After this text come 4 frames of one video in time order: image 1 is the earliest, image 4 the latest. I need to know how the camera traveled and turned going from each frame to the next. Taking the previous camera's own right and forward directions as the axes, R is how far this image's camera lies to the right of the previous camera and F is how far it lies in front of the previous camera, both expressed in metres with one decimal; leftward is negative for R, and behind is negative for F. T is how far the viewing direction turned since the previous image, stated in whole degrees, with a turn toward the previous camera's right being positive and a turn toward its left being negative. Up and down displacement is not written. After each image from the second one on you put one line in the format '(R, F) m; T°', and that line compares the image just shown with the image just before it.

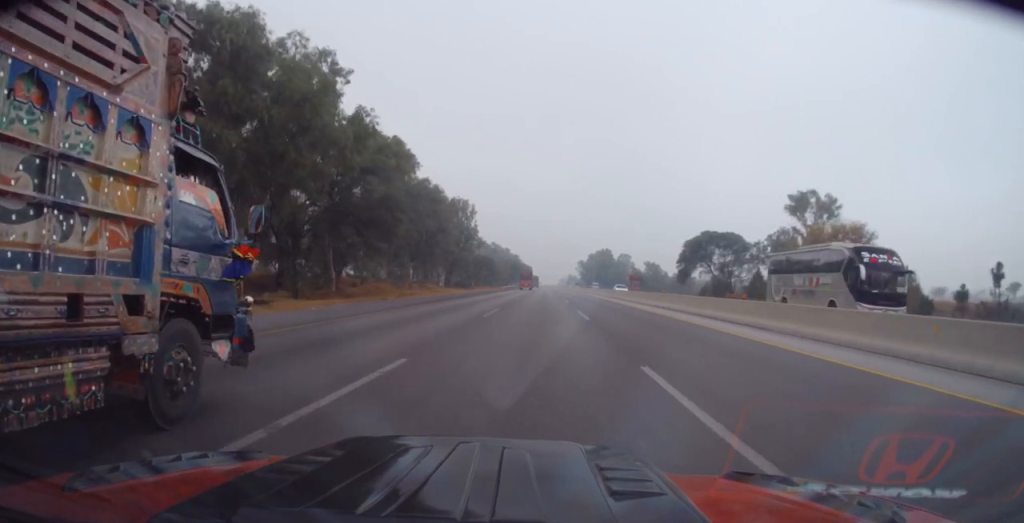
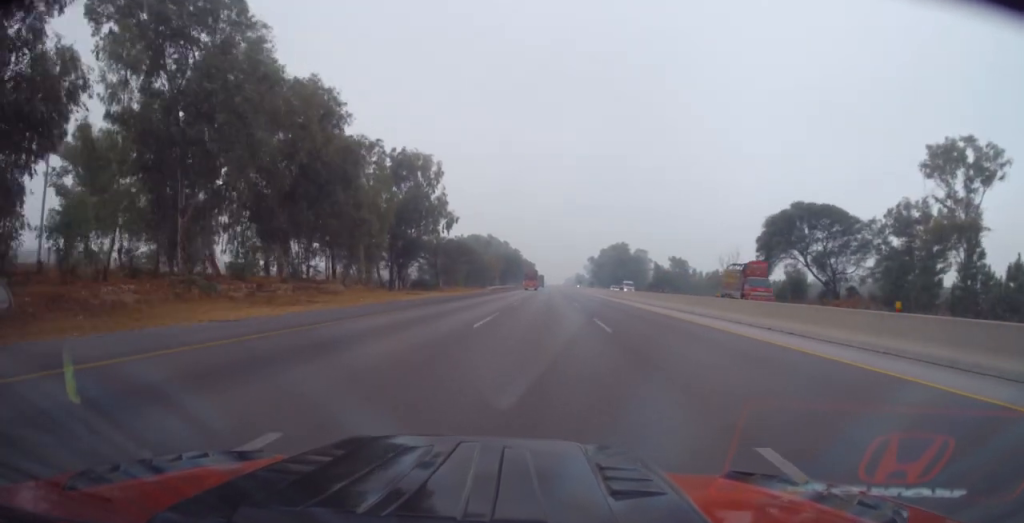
(0.0, +40.6) m; 0°
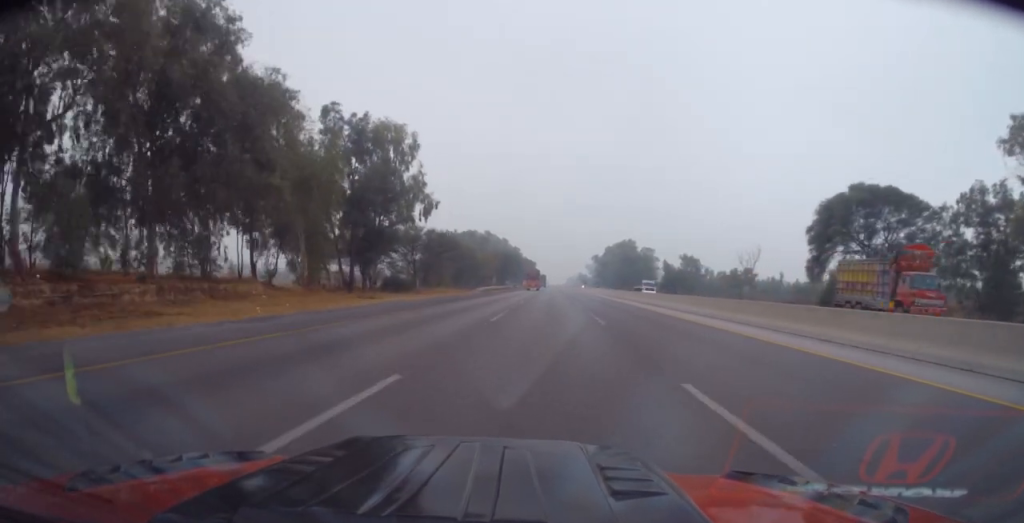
(0.0, +14.8) m; 0°
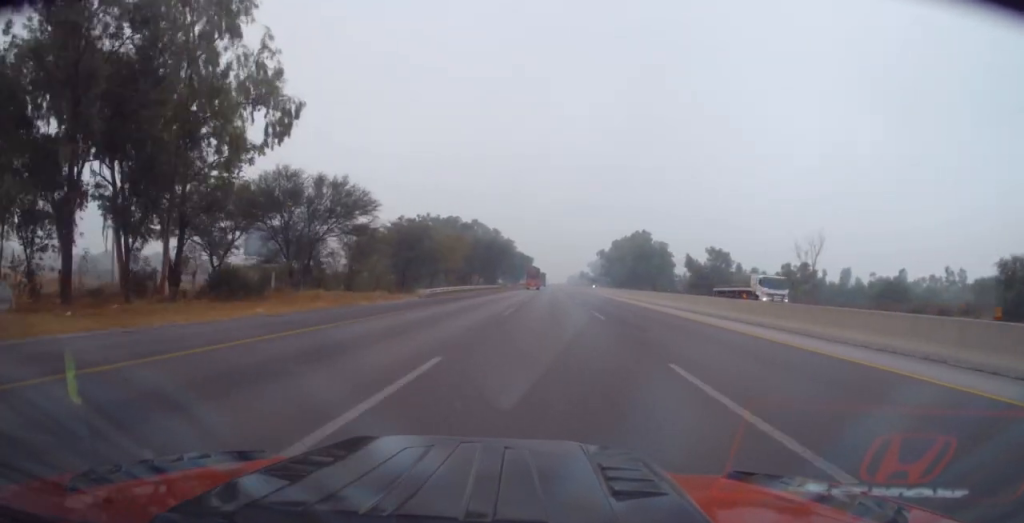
(+0.3, +34.1) m; +1°
